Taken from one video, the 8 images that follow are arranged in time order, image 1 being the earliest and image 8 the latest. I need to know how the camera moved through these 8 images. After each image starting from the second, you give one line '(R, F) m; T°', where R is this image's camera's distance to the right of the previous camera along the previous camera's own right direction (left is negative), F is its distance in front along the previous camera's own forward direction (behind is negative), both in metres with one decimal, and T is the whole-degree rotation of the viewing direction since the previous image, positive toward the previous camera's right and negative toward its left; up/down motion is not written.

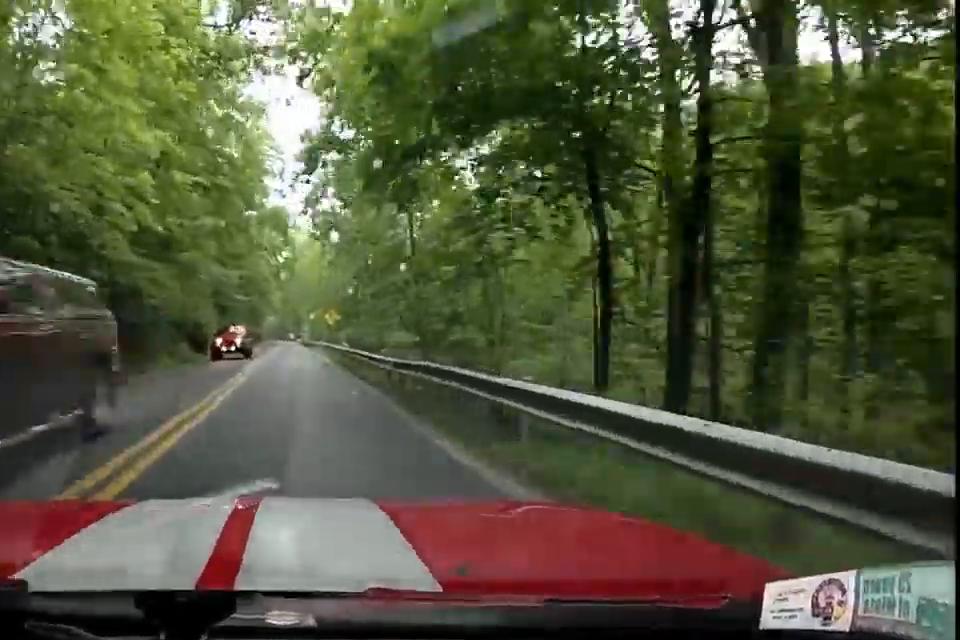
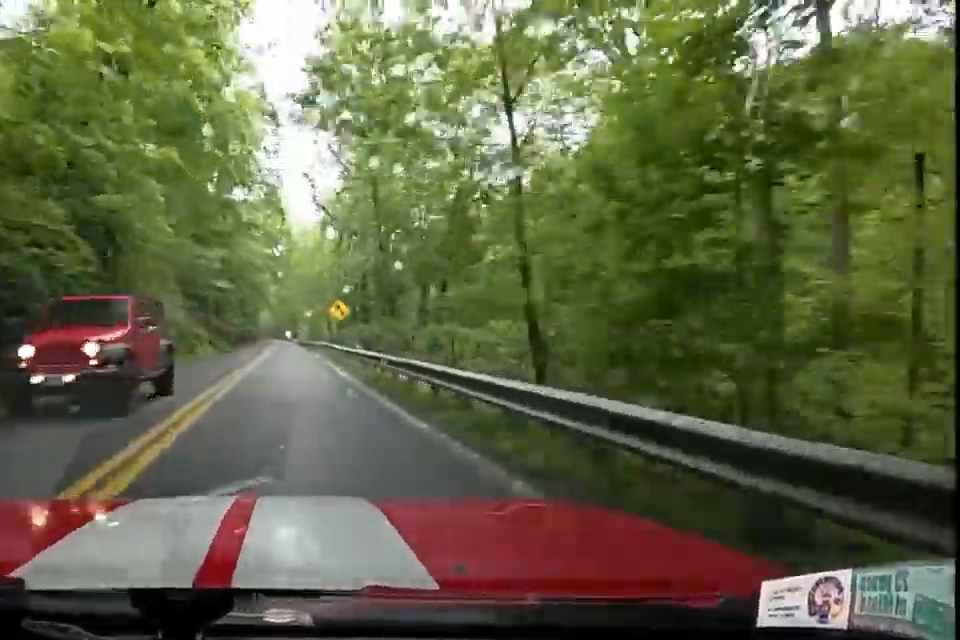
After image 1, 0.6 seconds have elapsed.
(+0.8, +11.8) m; +2°
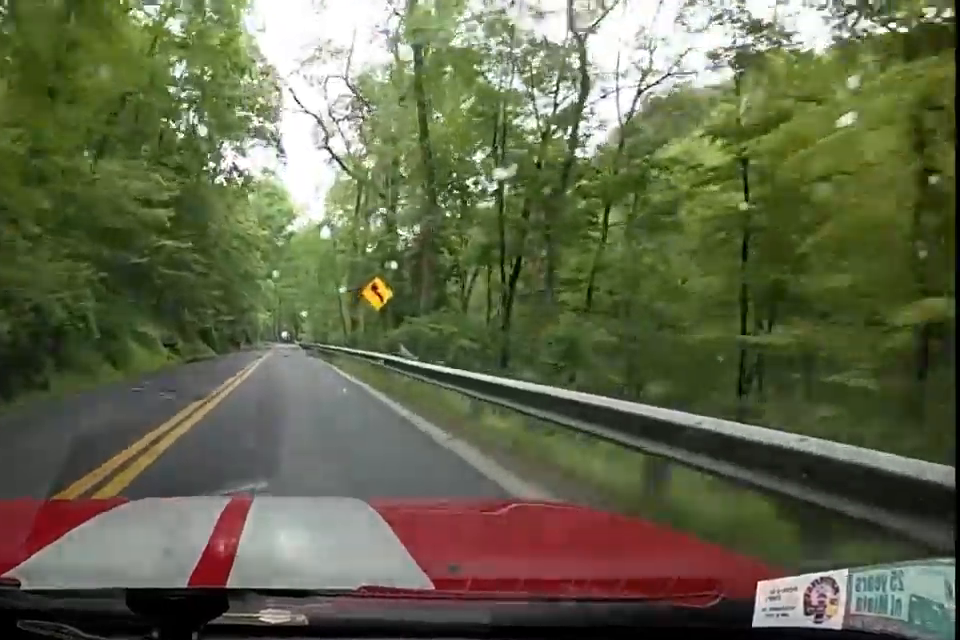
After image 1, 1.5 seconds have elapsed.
(+0.4, +15.9) m; +1°
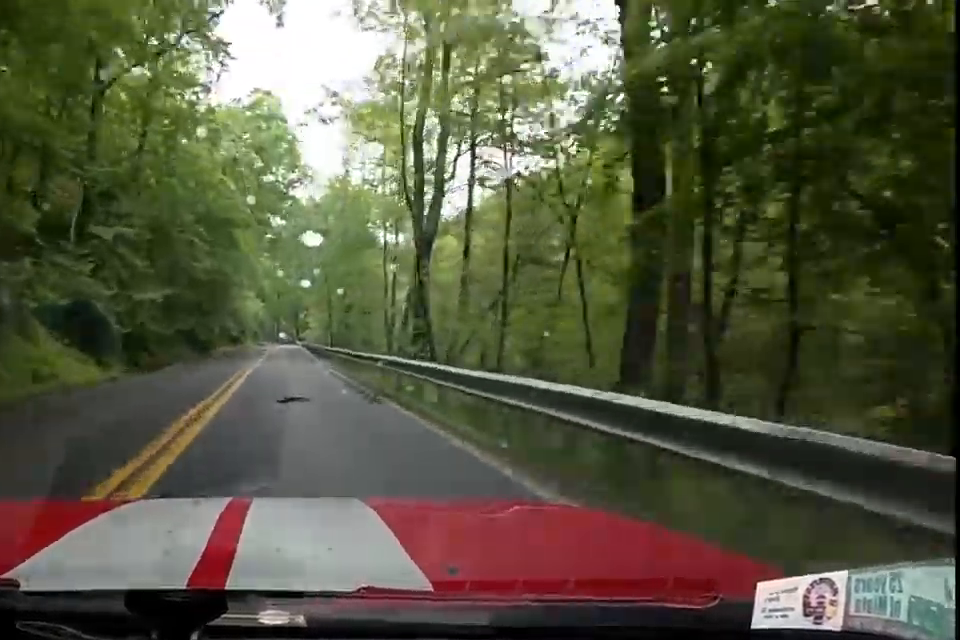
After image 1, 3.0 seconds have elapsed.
(0.0, +26.9) m; -1°
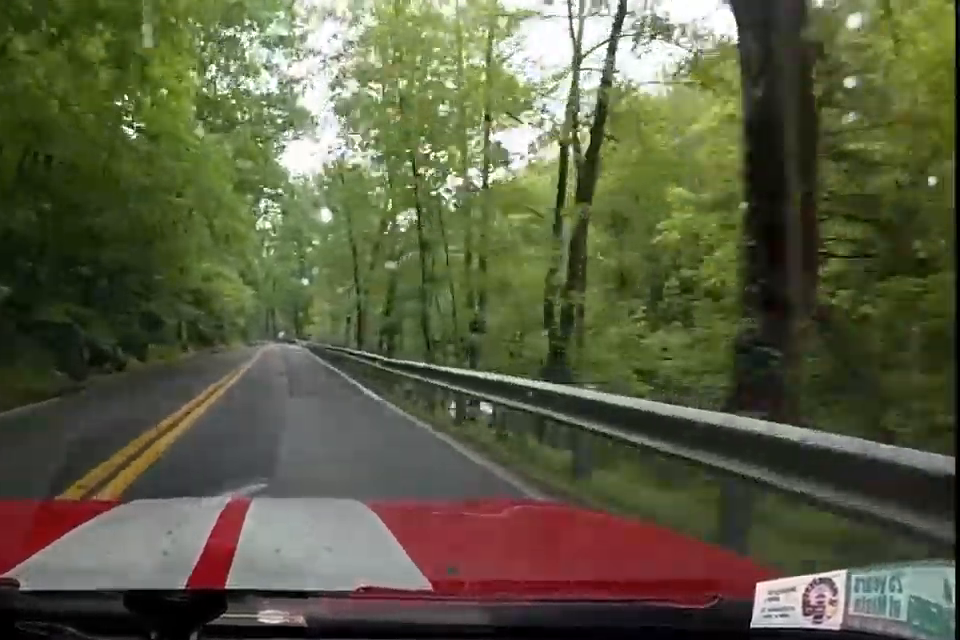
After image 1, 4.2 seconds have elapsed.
(-0.3, +20.8) m; -1°
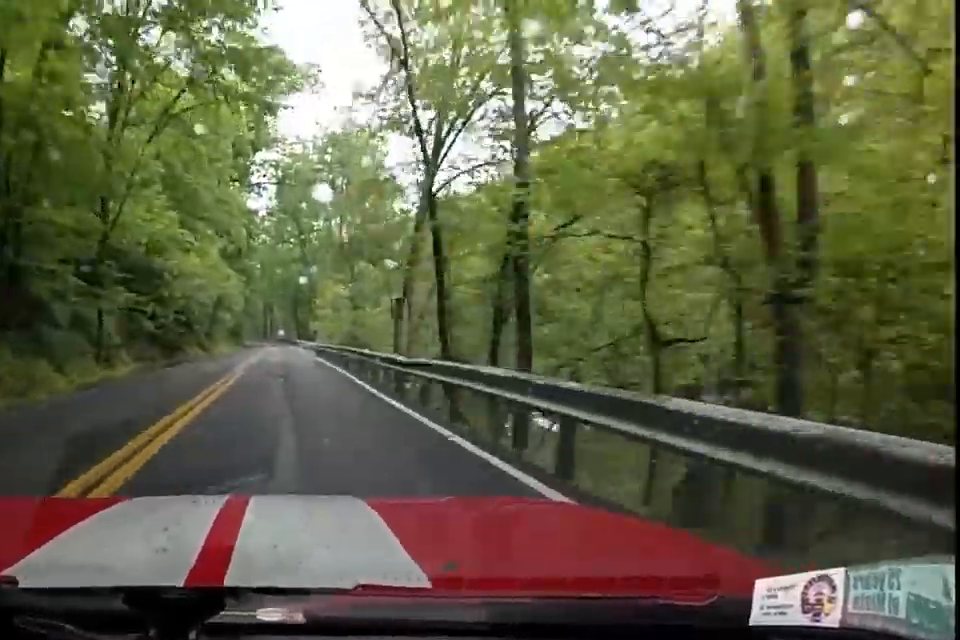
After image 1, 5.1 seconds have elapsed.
(-0.2, +17.3) m; 0°
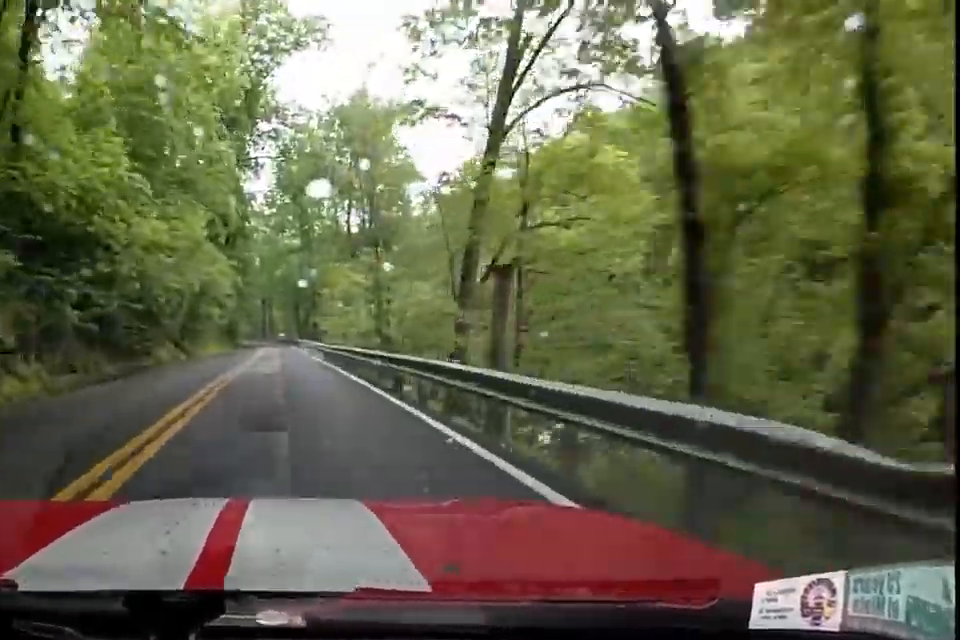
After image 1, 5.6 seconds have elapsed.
(0.0, +10.4) m; +1°
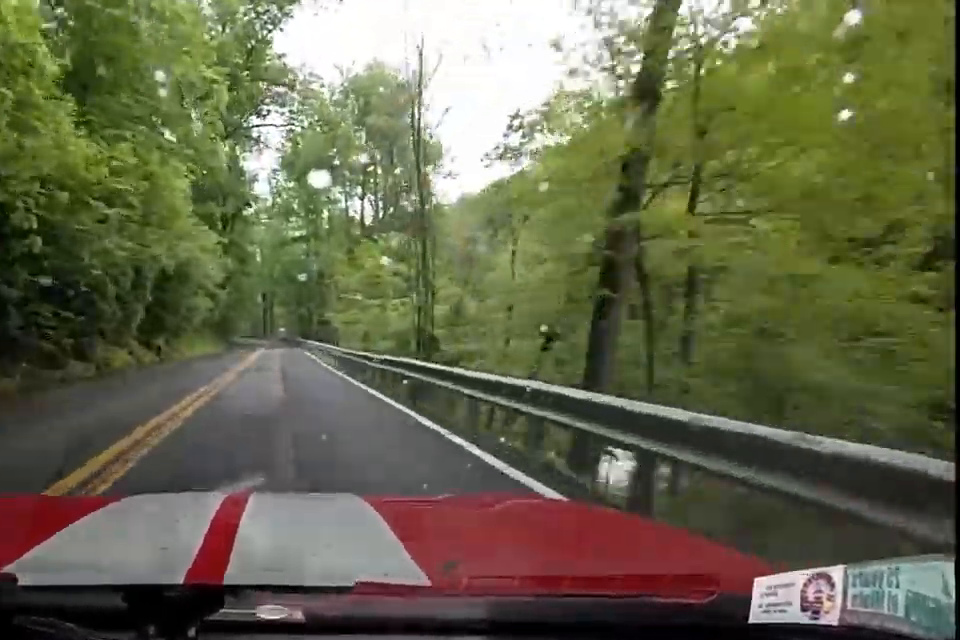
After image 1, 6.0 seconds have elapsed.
(-0.1, +9.7) m; 0°
